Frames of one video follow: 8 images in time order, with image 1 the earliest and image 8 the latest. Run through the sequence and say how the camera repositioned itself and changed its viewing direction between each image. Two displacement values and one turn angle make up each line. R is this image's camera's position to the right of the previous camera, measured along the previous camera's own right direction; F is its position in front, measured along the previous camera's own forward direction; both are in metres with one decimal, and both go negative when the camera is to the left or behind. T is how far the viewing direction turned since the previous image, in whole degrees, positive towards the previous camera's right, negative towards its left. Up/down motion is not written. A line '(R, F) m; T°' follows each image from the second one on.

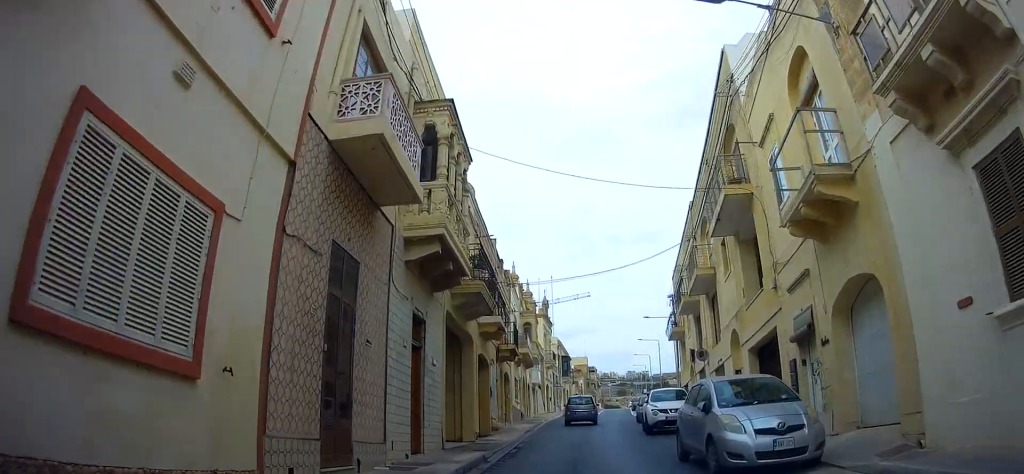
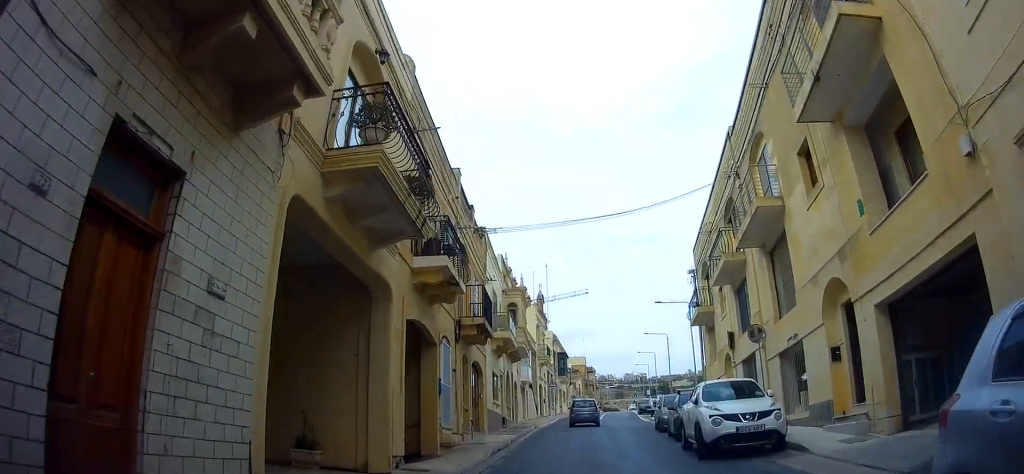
(+0.2, +8.0) m; +2°
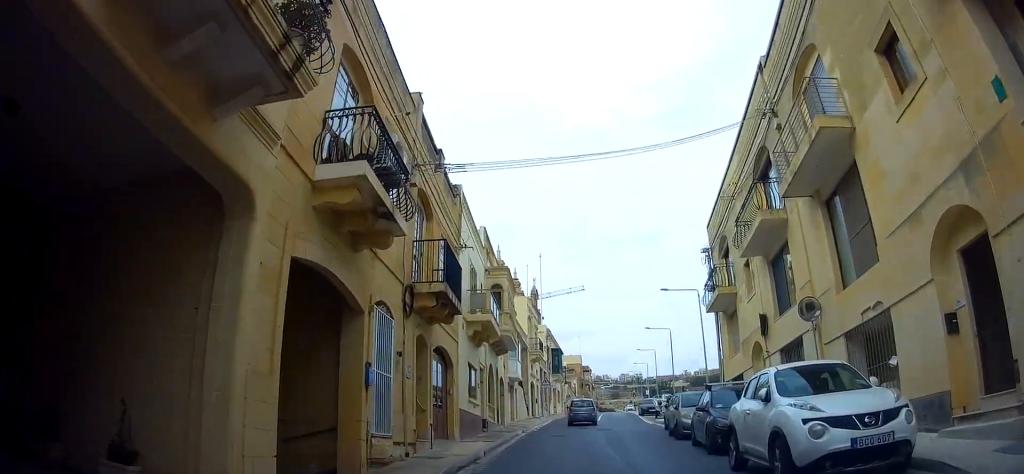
(+0.1, +4.6) m; 0°
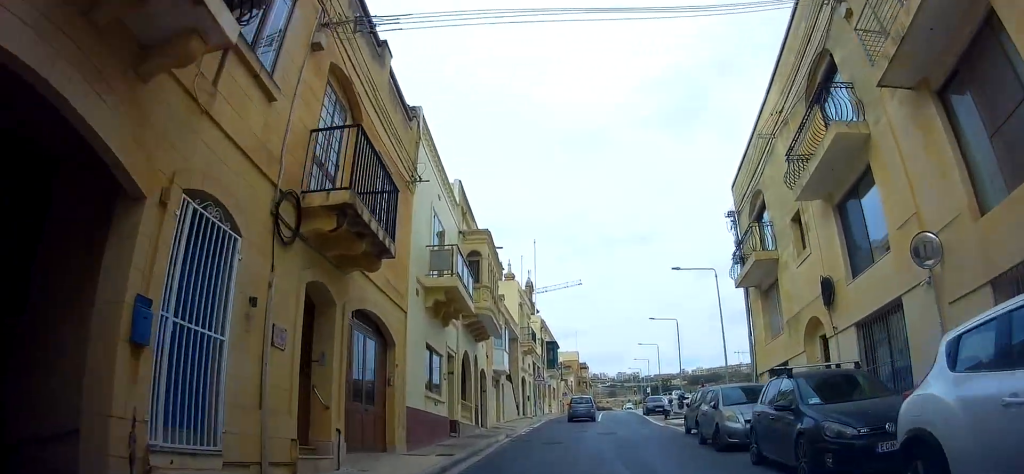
(-0.2, +5.1) m; -2°
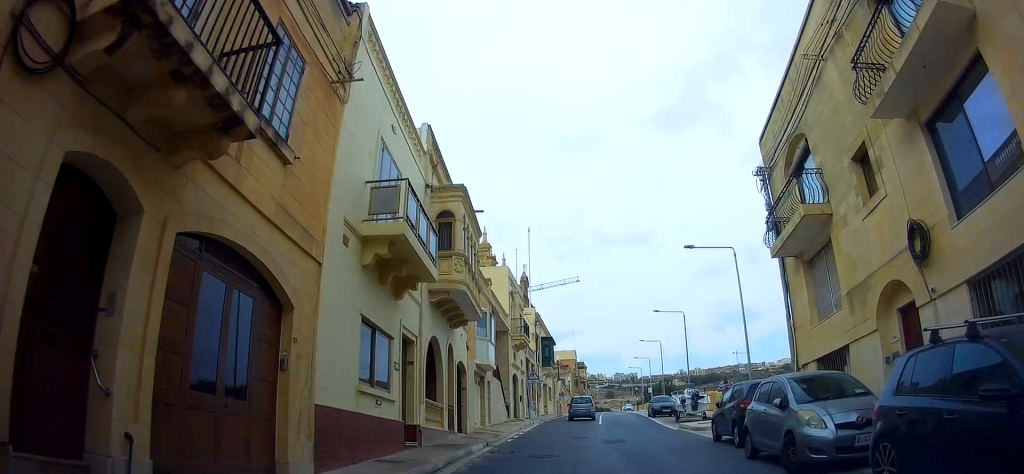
(0.0, +4.3) m; 0°
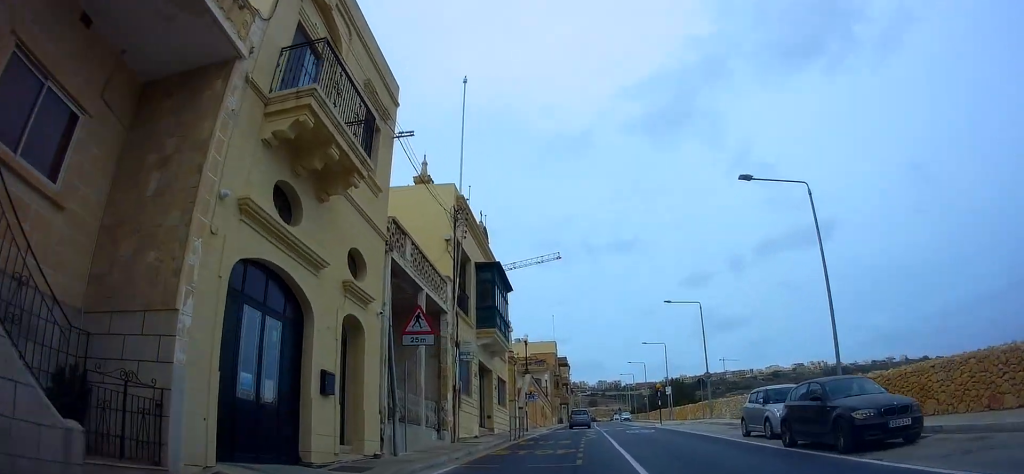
(+0.1, +28.5) m; +3°
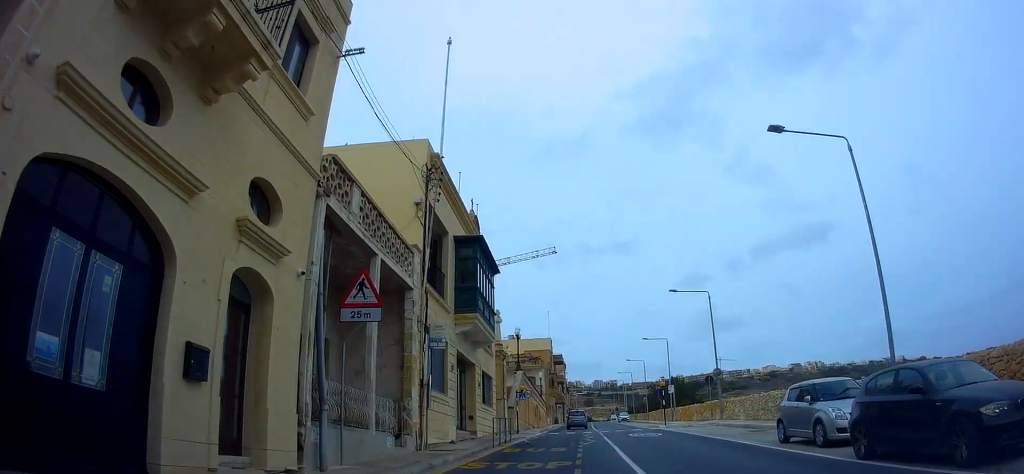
(+0.1, +3.7) m; +1°
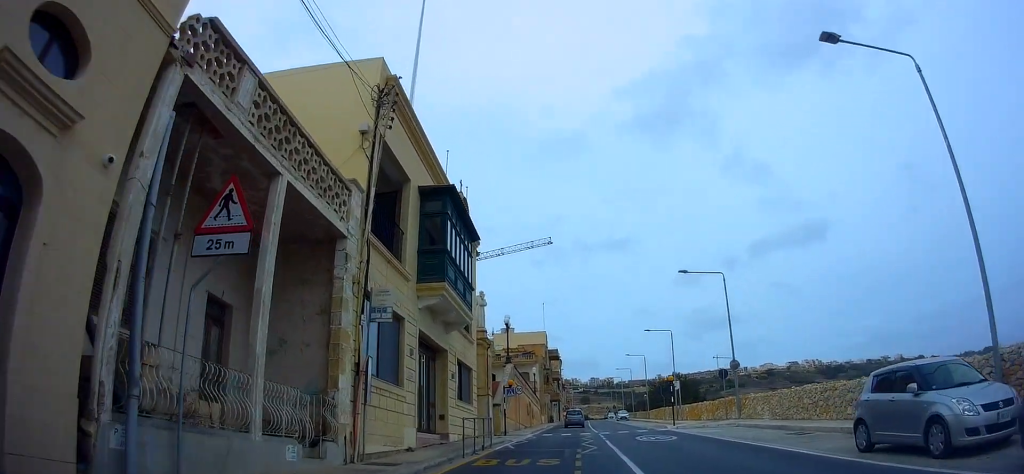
(0.0, +4.6) m; 0°
